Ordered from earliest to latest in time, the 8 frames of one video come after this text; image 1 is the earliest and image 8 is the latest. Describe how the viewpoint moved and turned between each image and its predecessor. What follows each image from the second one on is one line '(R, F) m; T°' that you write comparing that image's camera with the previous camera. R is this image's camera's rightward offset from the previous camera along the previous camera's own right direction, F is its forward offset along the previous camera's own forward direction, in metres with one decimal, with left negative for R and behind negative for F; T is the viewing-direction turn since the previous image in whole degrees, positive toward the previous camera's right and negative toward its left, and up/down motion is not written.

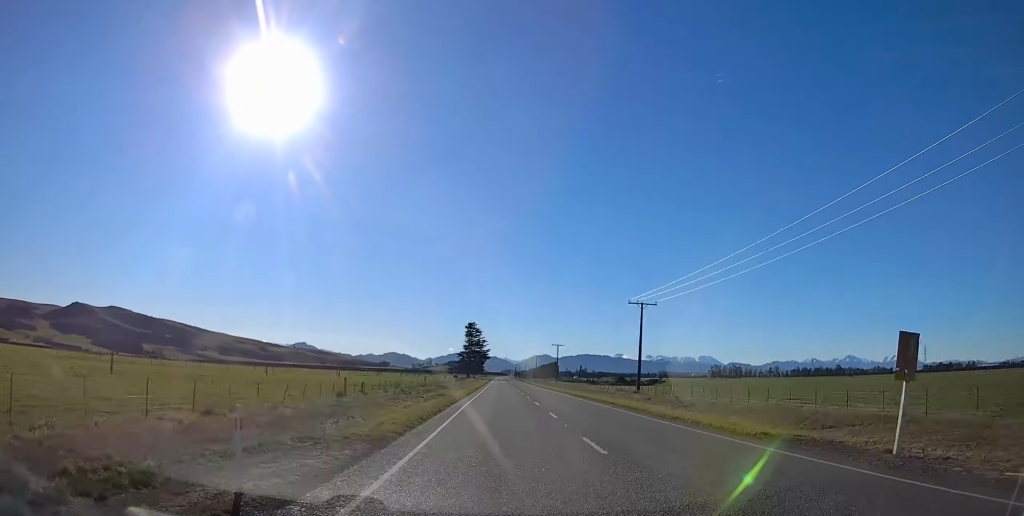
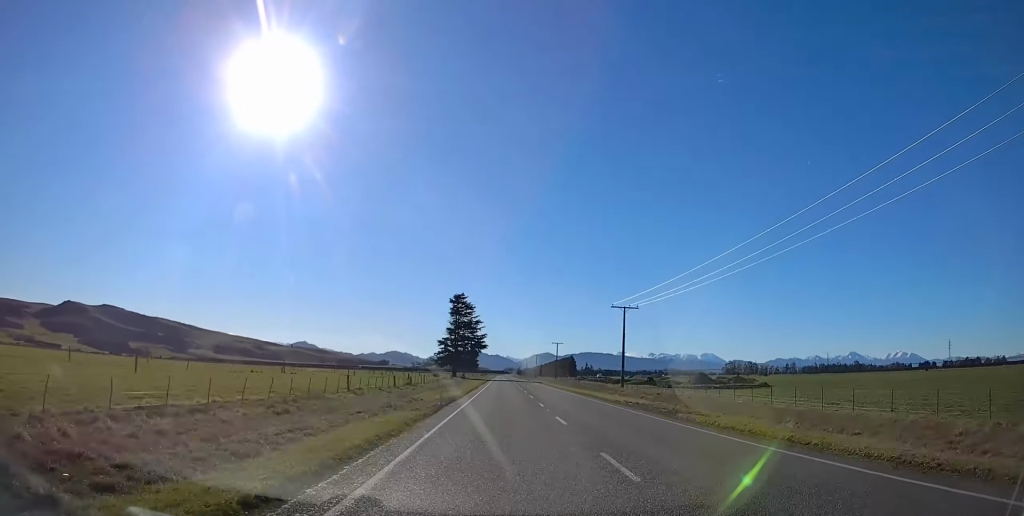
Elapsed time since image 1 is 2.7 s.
(0.0, +73.6) m; 0°
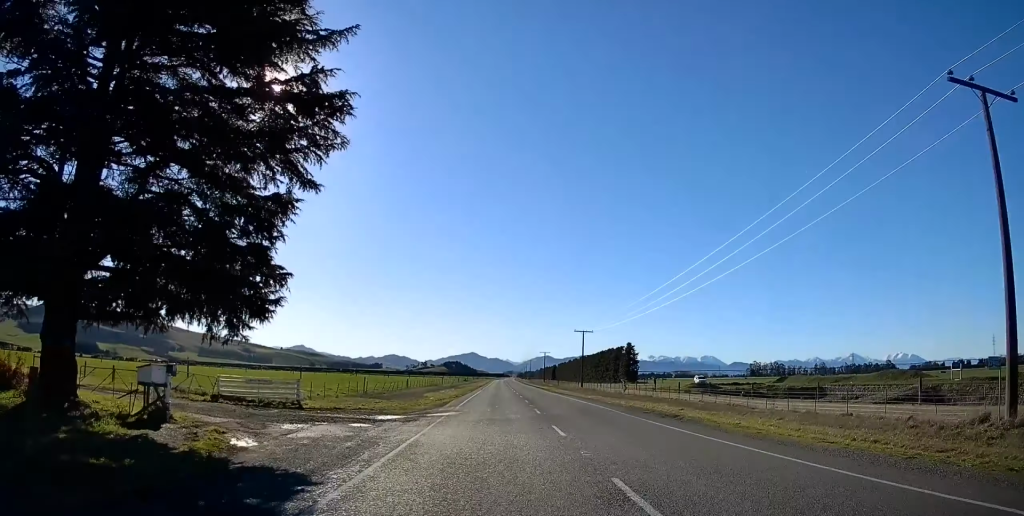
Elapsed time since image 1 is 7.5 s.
(0.0, +132.5) m; 0°
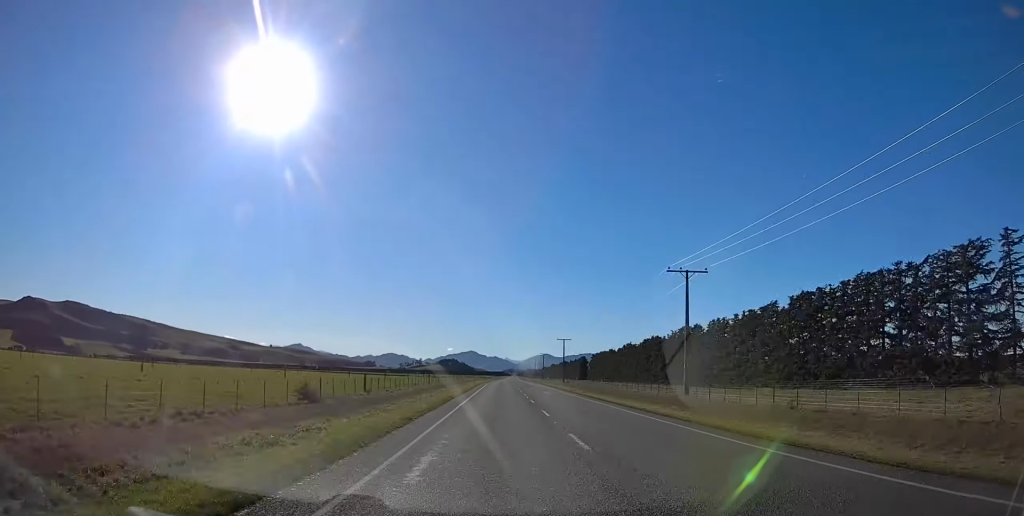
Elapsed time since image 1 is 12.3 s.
(0.0, +132.4) m; 0°
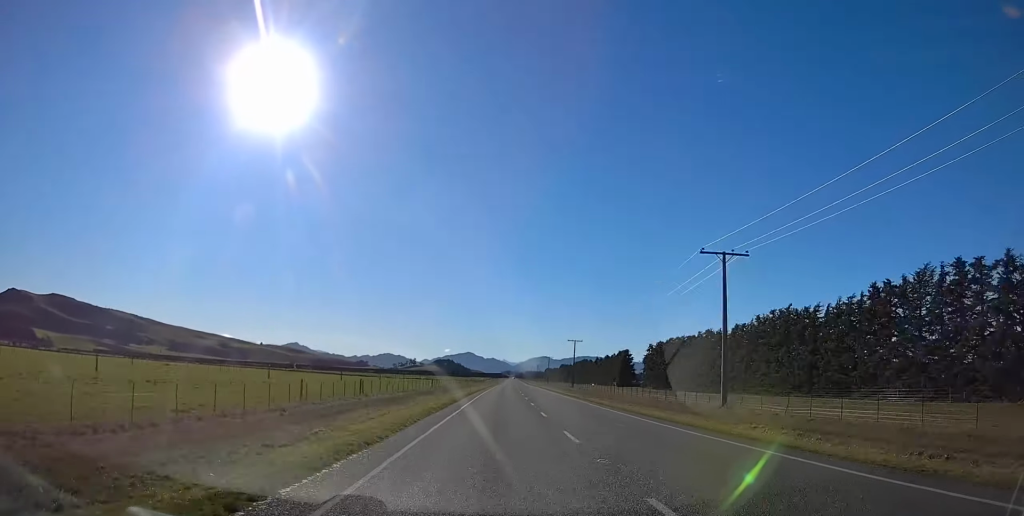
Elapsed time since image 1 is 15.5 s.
(-0.1, +88.2) m; +1°
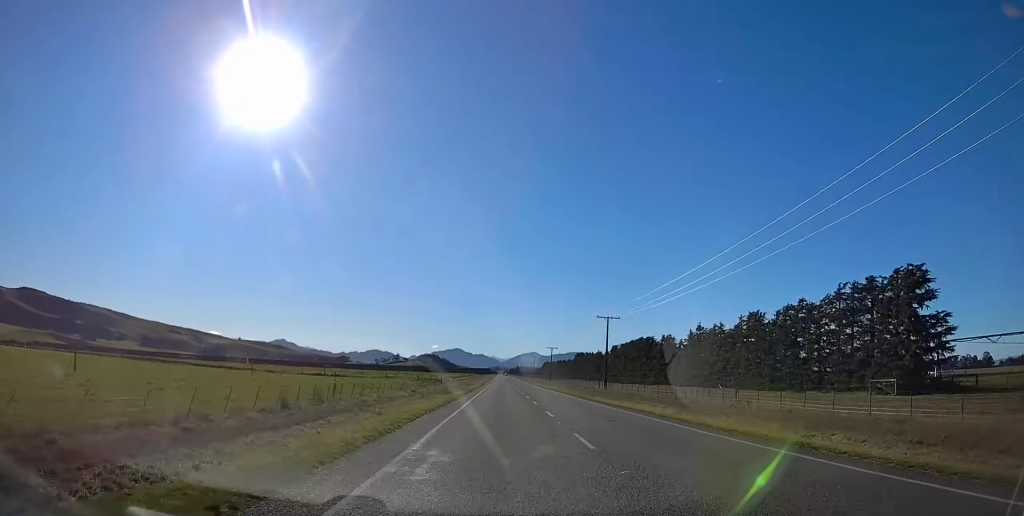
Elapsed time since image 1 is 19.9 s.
(+1.3, +121.3) m; +1°
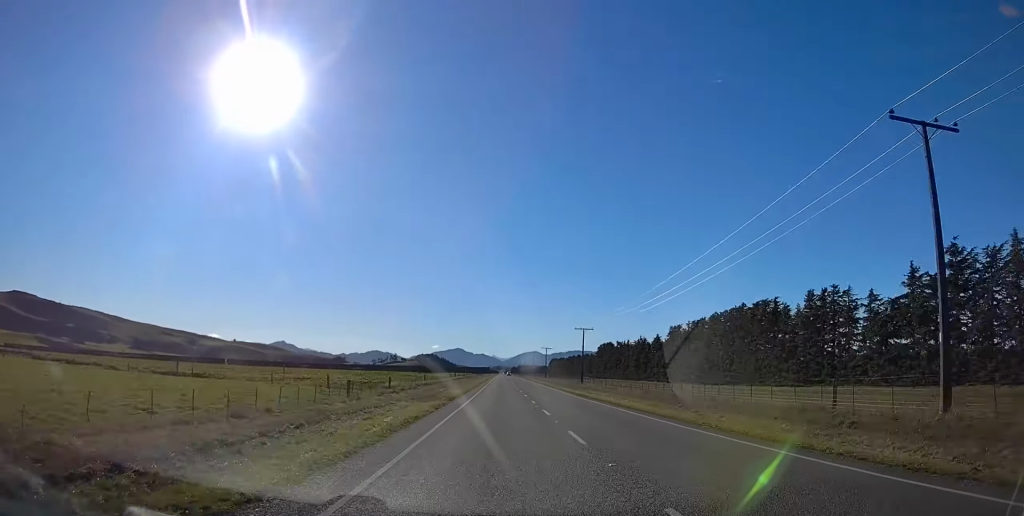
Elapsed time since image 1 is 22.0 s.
(0.0, +58.9) m; 0°
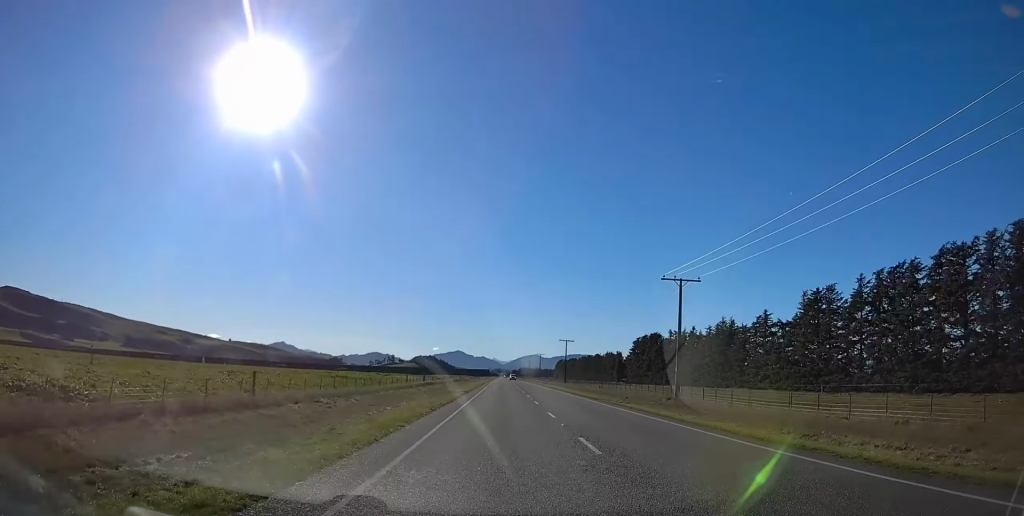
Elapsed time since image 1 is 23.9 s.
(0.0, +51.4) m; 0°
